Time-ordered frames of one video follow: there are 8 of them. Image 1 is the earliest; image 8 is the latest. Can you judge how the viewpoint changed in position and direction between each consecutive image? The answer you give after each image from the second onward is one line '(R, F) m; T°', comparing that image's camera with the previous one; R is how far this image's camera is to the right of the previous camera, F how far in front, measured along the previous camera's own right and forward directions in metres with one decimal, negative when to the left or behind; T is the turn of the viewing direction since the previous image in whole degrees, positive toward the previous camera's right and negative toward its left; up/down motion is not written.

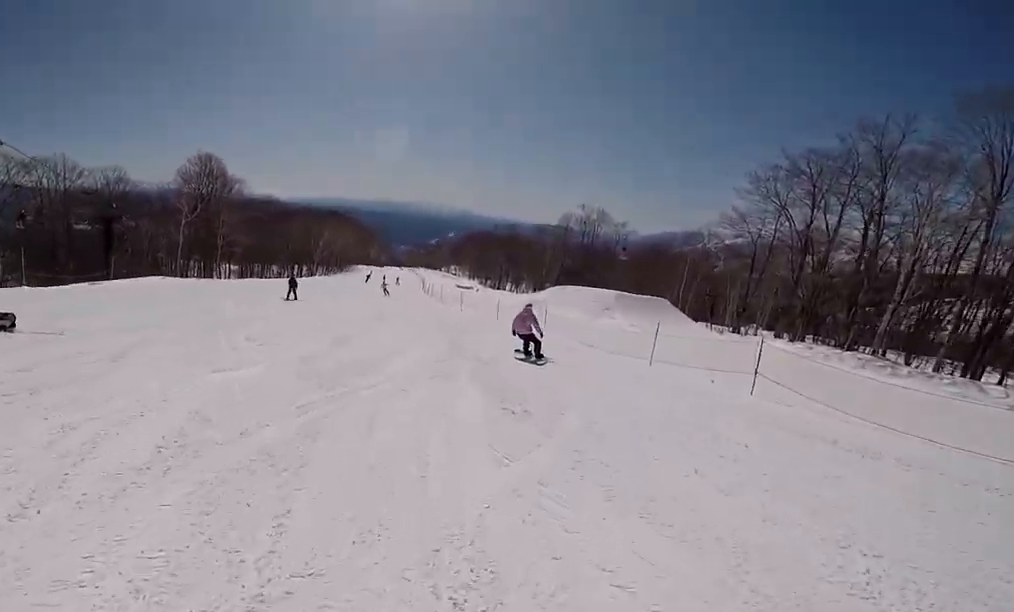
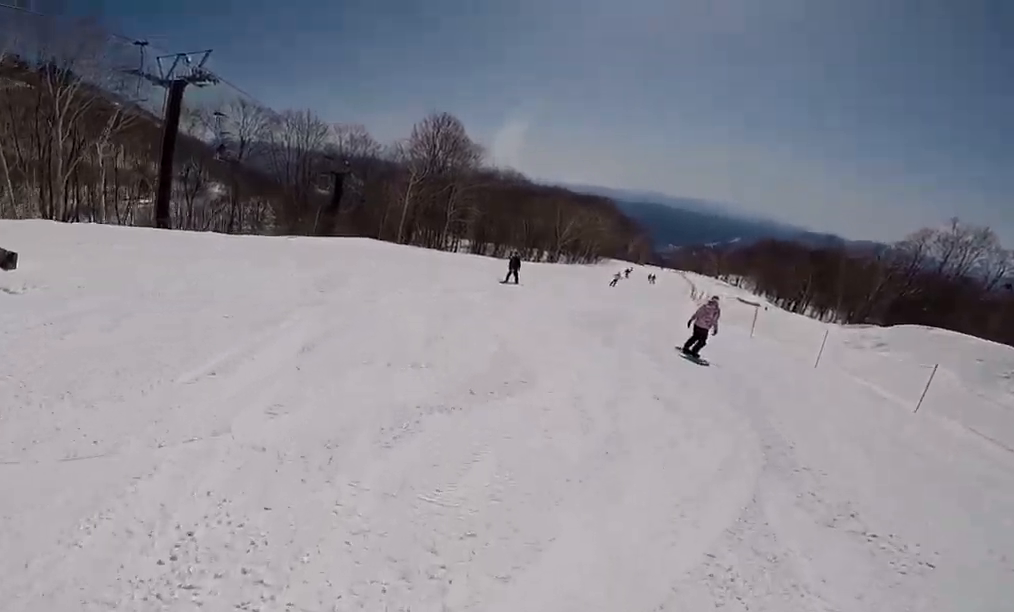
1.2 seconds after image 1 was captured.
(-2.8, +5.6) m; -25°
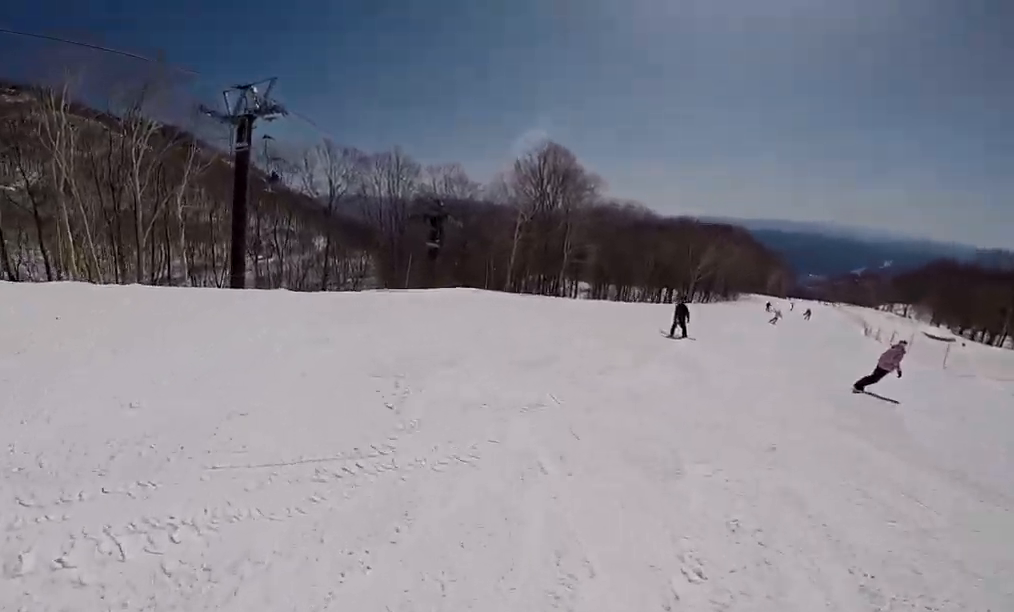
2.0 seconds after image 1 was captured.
(0.0, +4.3) m; +6°
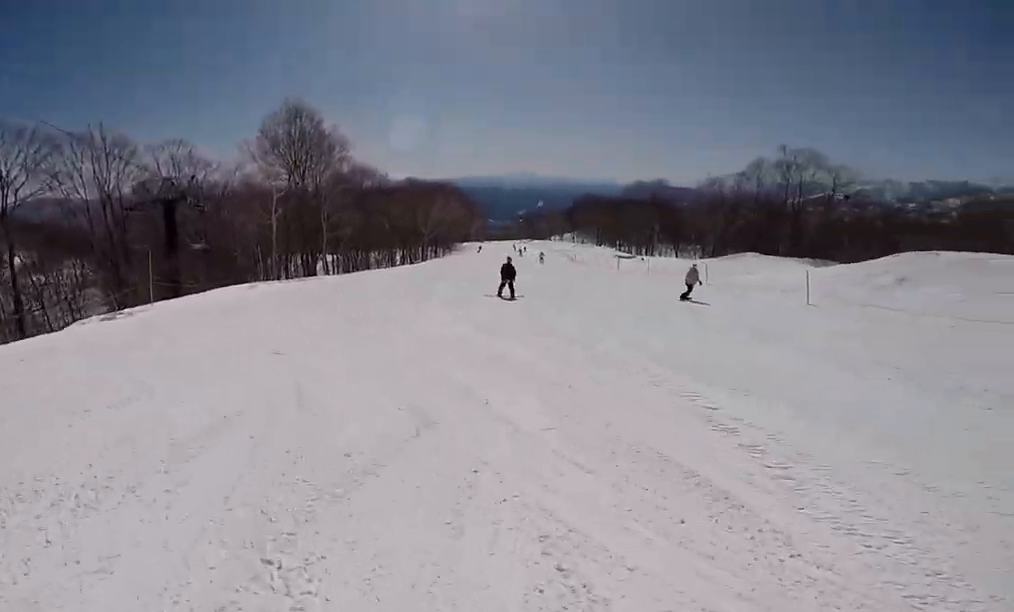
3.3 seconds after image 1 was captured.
(+1.1, +6.2) m; +21°
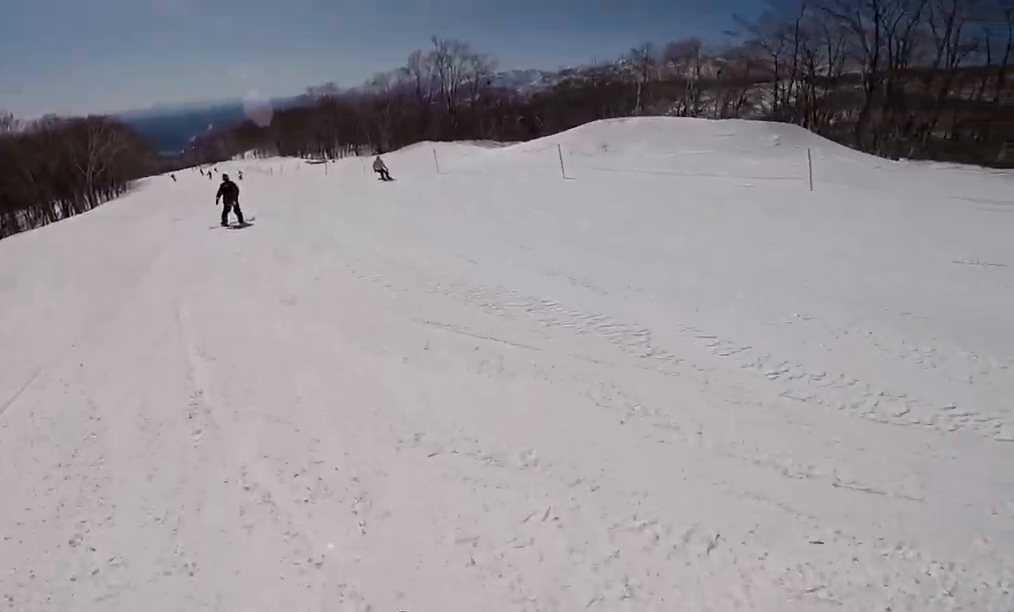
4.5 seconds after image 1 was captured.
(+1.3, +5.6) m; +22°
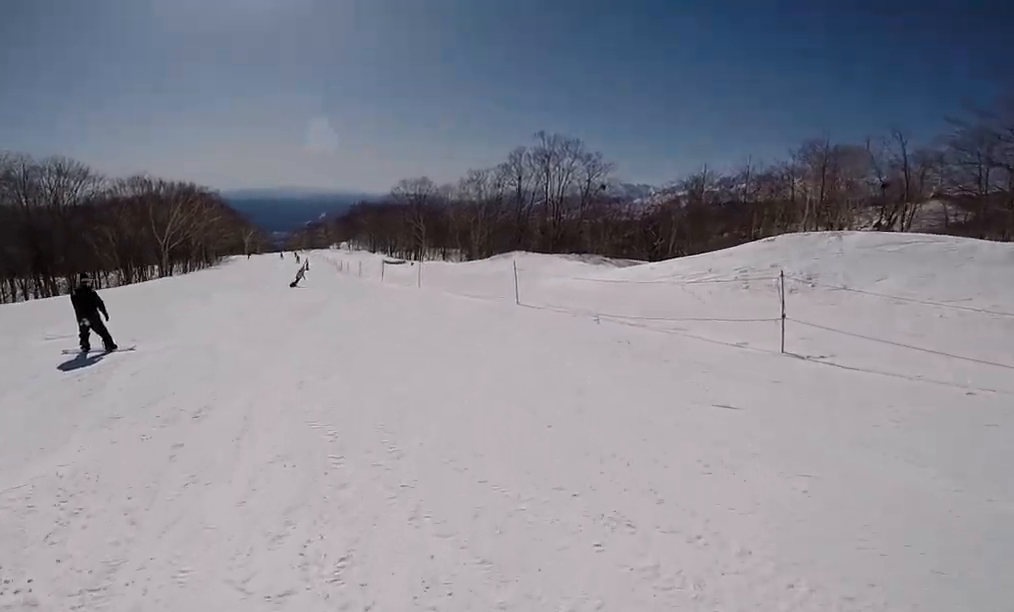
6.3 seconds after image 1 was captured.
(0.0, +9.6) m; -13°
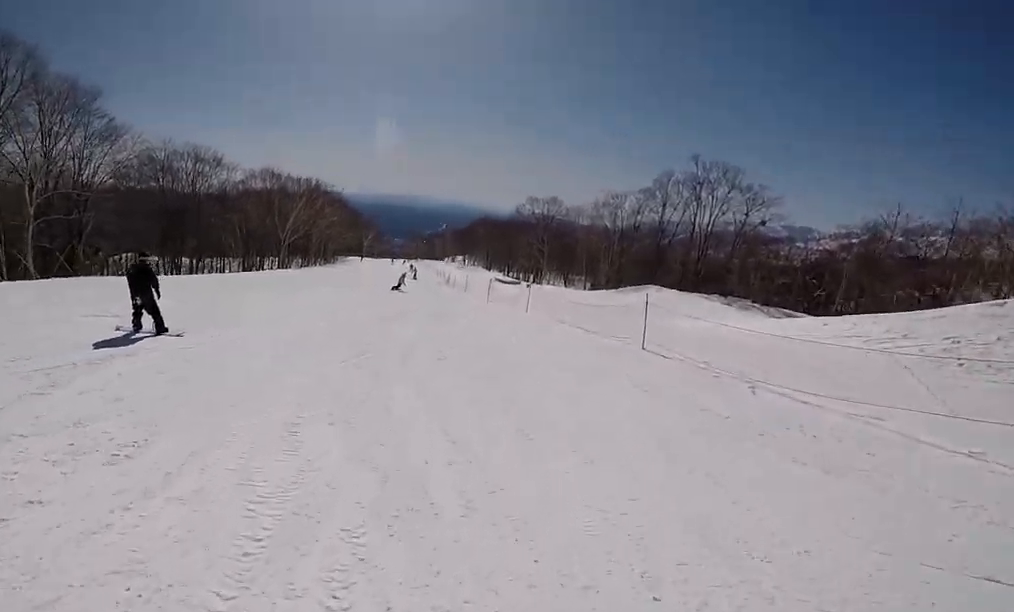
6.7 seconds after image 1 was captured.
(-0.4, +2.1) m; -4°
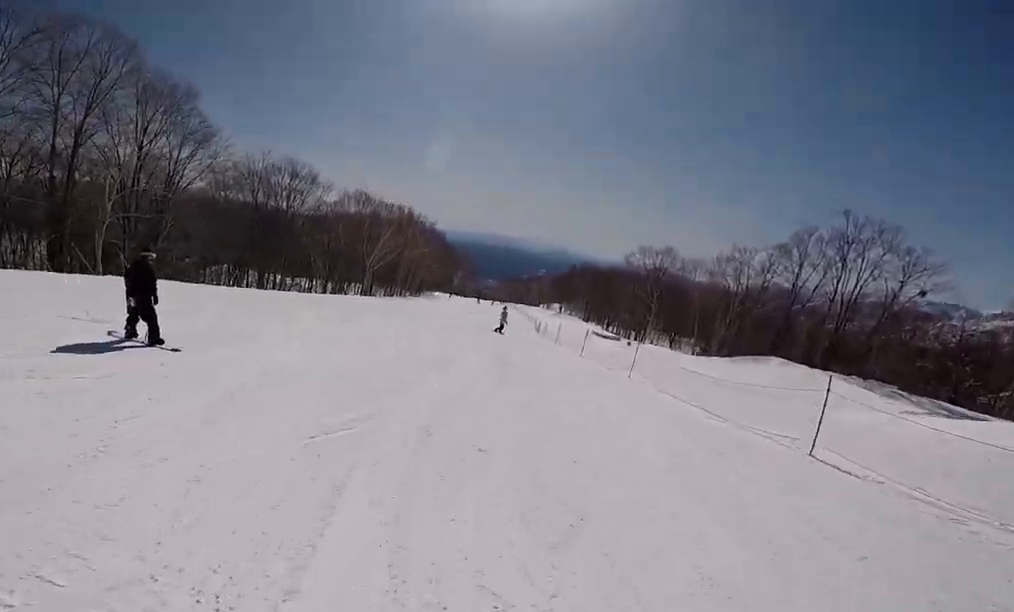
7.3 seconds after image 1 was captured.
(-0.1, +3.2) m; -1°
